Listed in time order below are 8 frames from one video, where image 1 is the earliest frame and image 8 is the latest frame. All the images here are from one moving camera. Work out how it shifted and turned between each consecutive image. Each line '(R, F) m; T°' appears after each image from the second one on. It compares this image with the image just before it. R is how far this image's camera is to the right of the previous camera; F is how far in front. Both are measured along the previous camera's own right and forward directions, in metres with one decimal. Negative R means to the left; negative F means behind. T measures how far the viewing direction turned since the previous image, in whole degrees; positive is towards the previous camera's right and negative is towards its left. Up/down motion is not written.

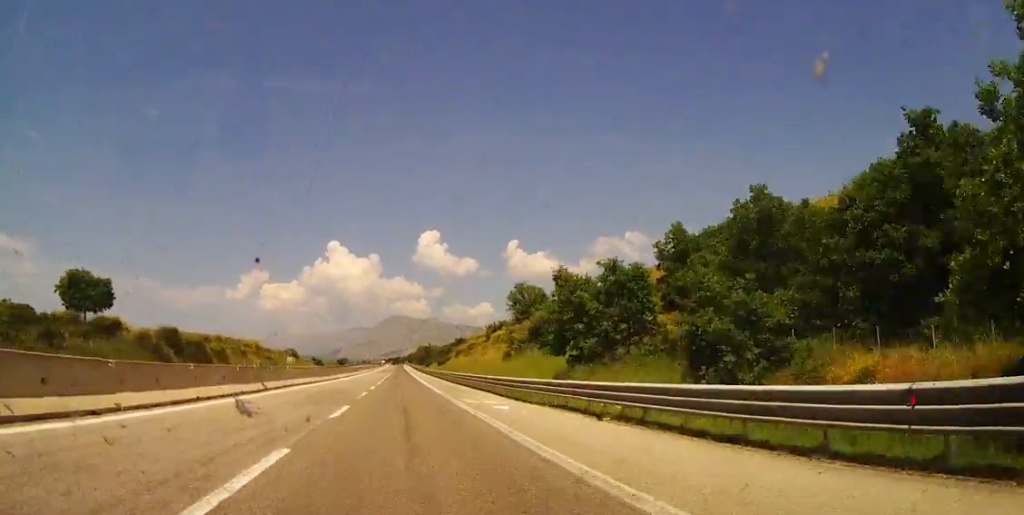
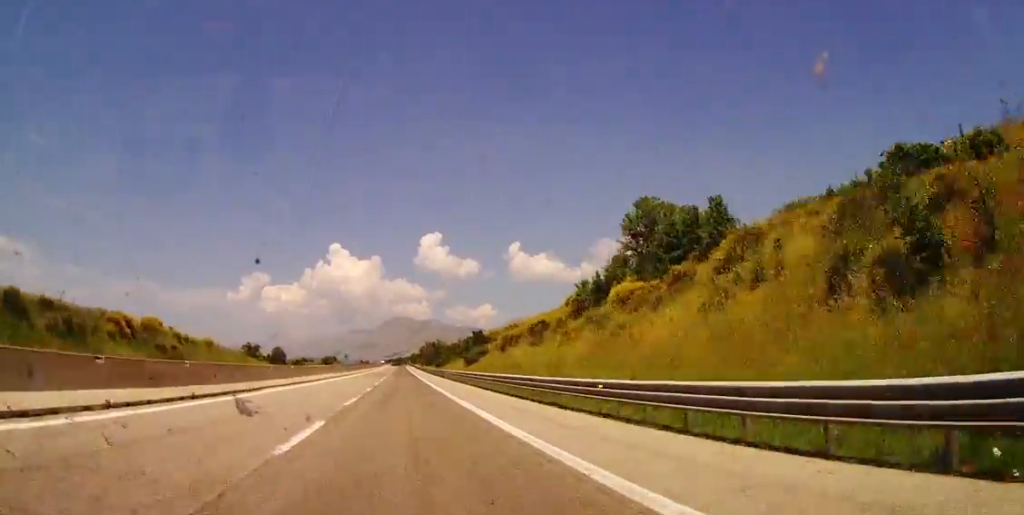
(-1.1, +56.1) m; -1°
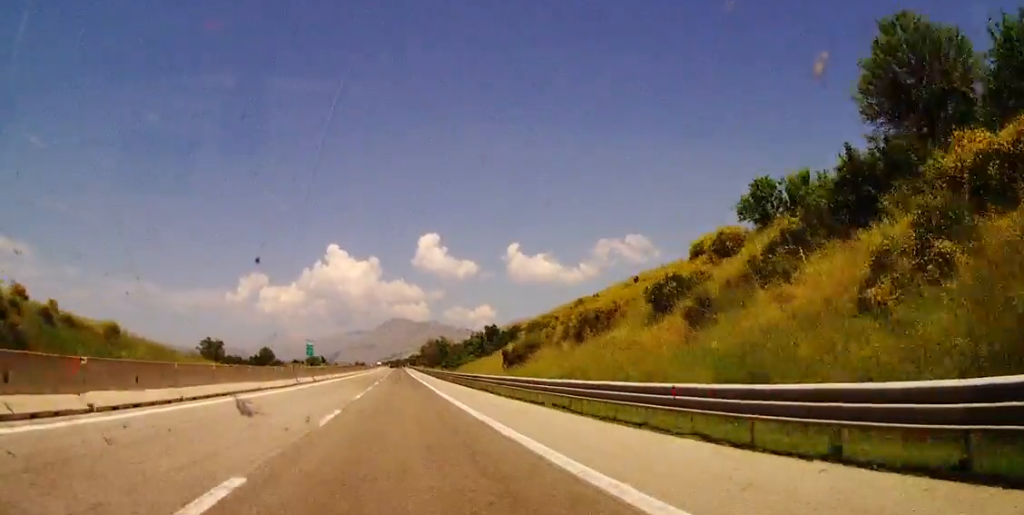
(0.0, +31.7) m; 0°
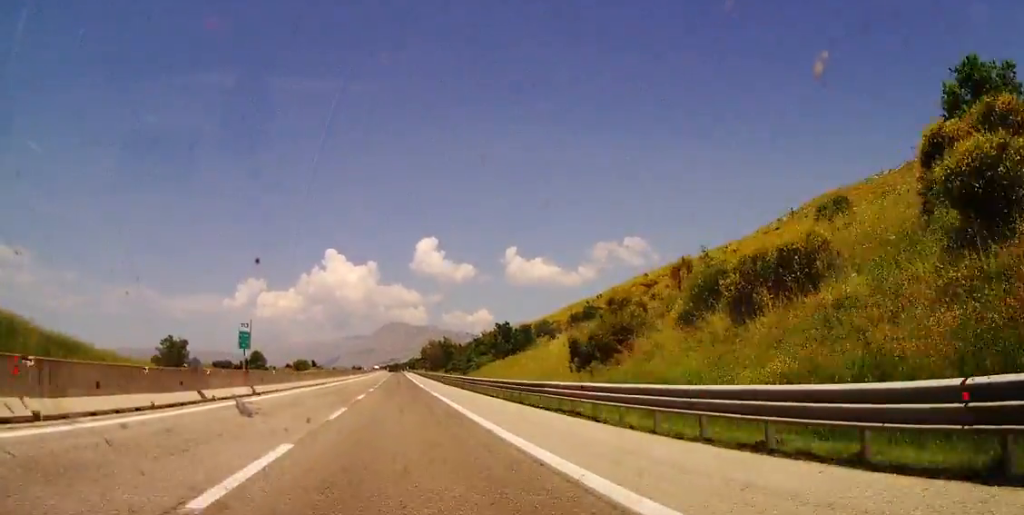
(+0.1, +20.7) m; 0°
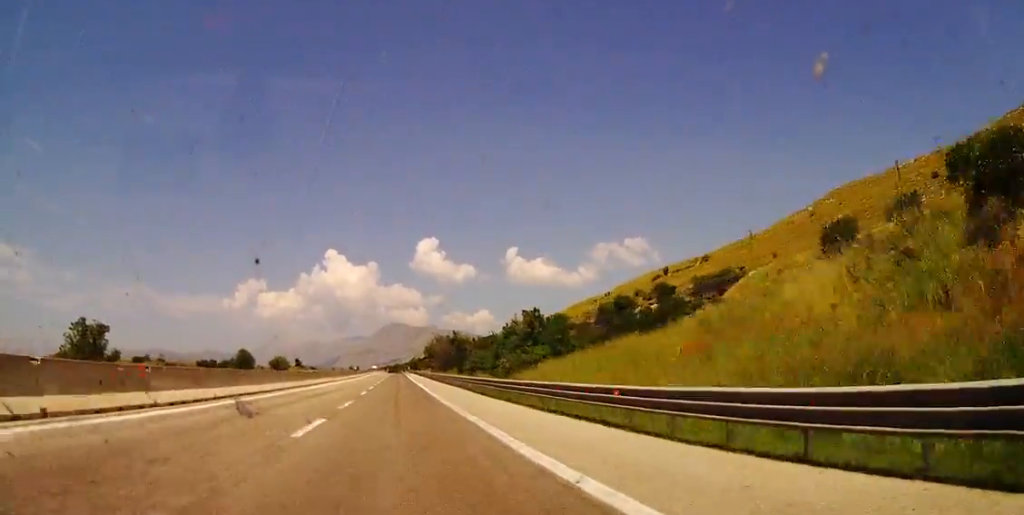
(+0.2, +30.4) m; 0°
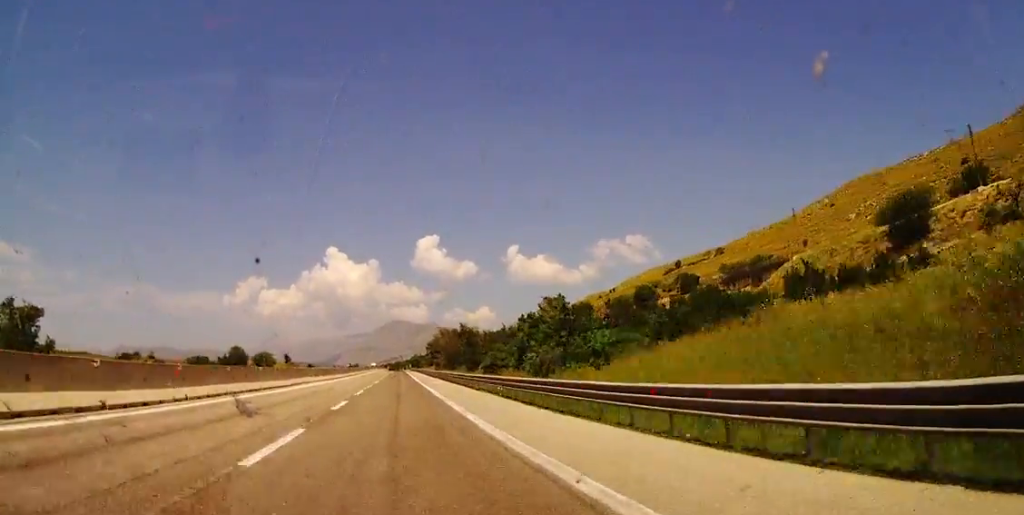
(+0.1, +15.8) m; 0°
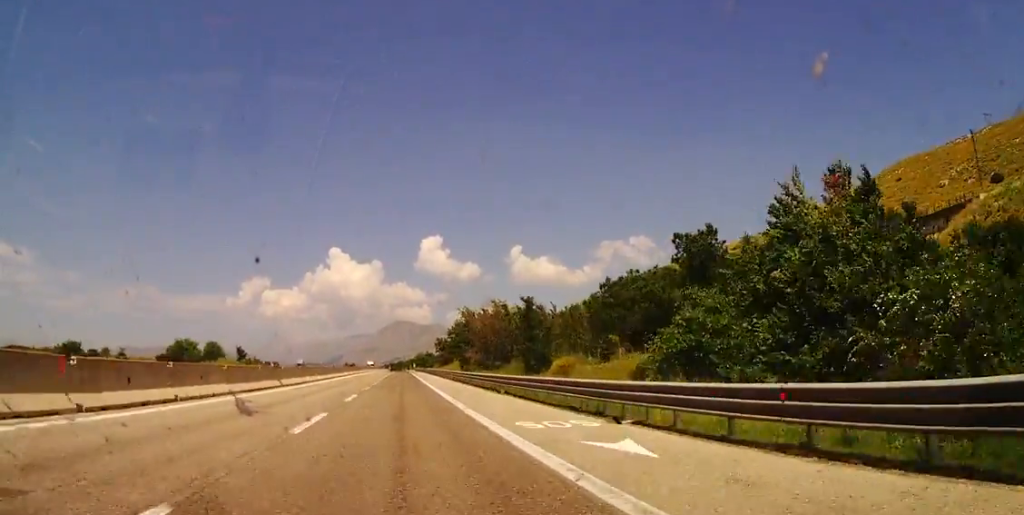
(0.0, +45.0) m; +1°
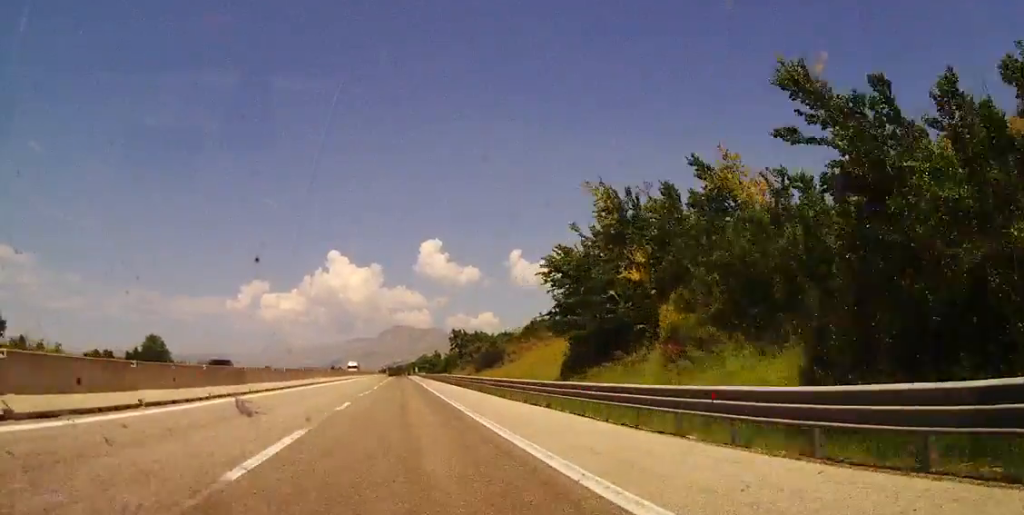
(0.0, +65.6) m; -1°
